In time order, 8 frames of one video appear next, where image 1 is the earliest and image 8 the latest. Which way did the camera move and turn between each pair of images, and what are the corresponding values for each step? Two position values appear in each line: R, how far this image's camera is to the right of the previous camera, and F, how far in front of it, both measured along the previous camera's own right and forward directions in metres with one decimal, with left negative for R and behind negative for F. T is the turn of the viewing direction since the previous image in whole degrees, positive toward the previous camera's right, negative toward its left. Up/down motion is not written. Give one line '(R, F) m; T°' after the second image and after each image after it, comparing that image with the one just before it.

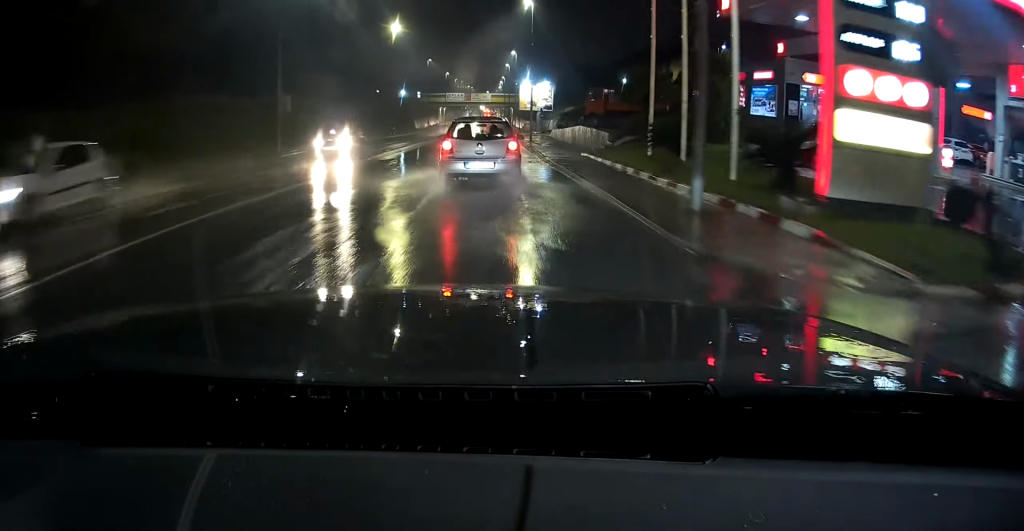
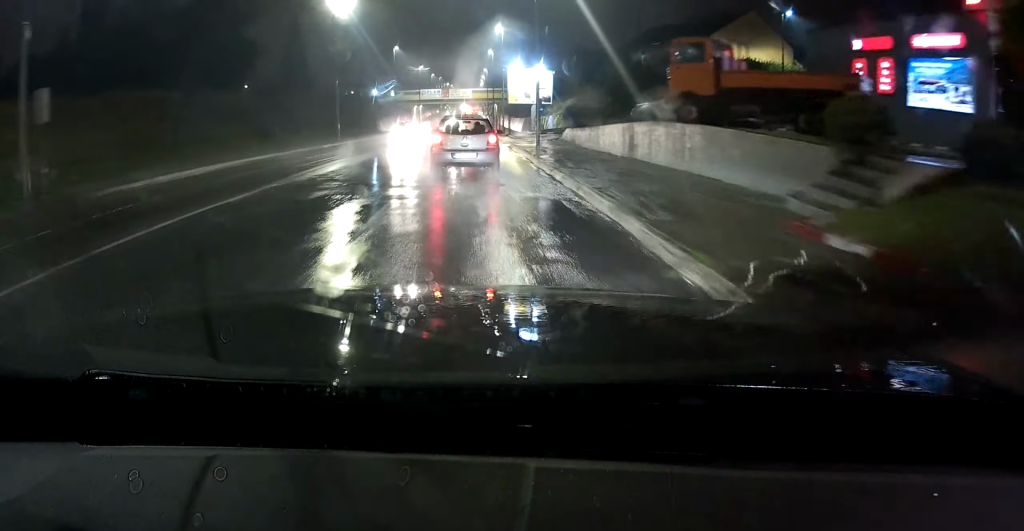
(+0.5, +20.7) m; +2°
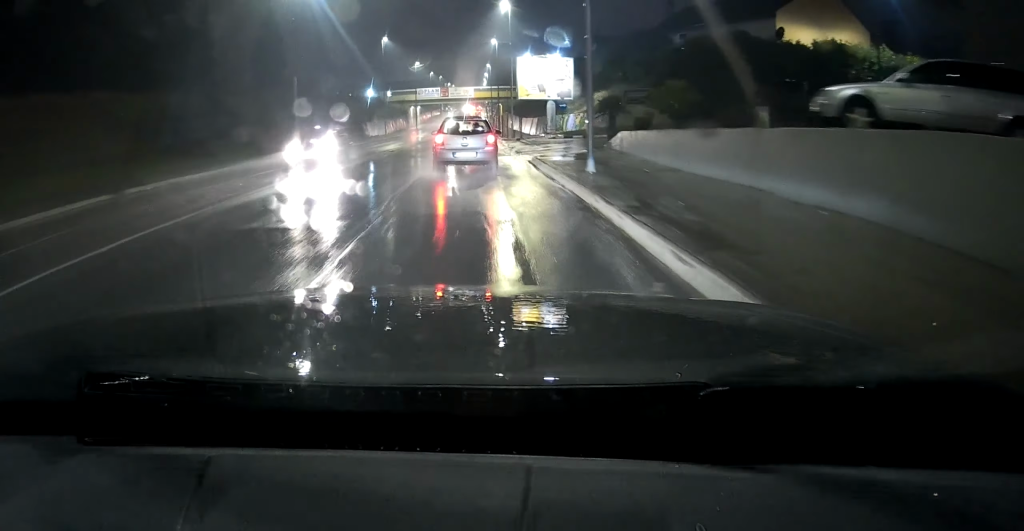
(+0.3, +13.3) m; 0°
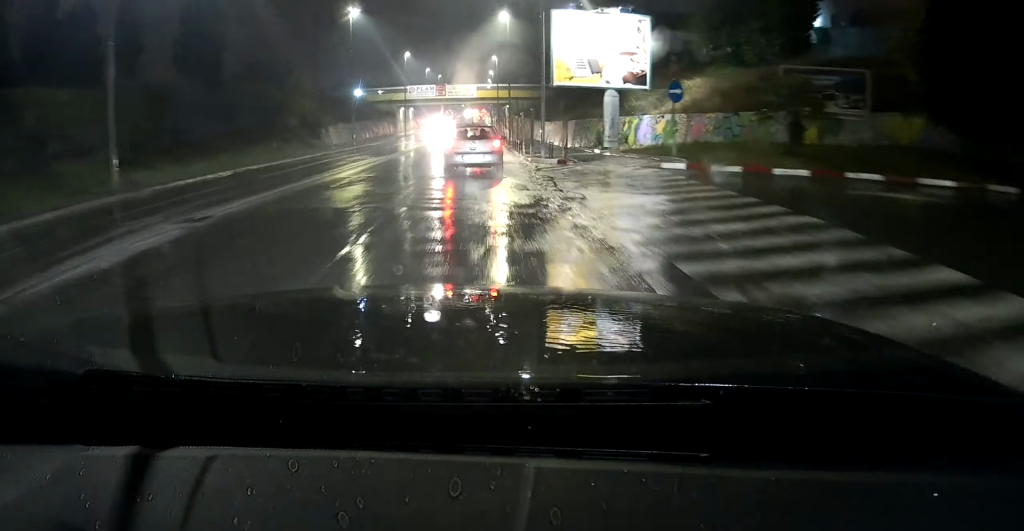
(-0.1, +22.8) m; -1°
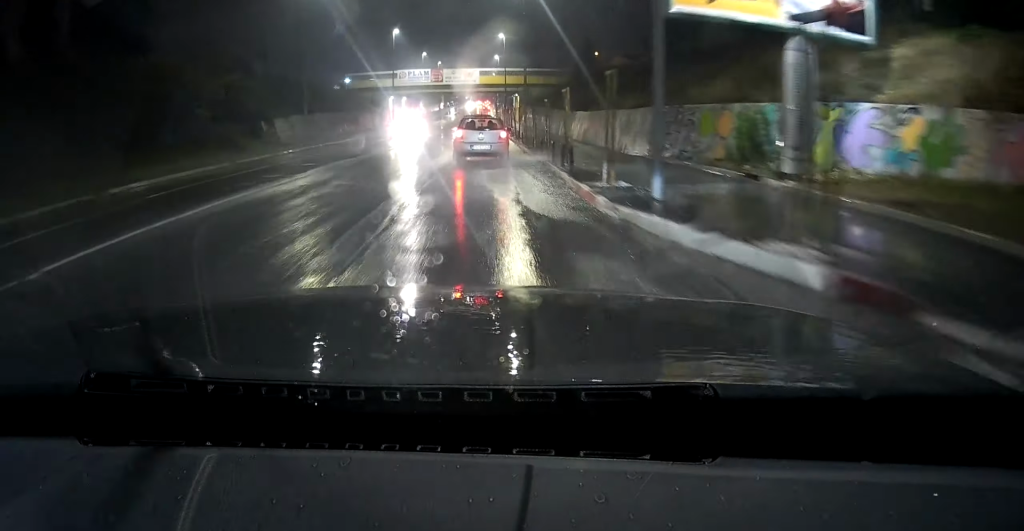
(-0.2, +17.2) m; 0°
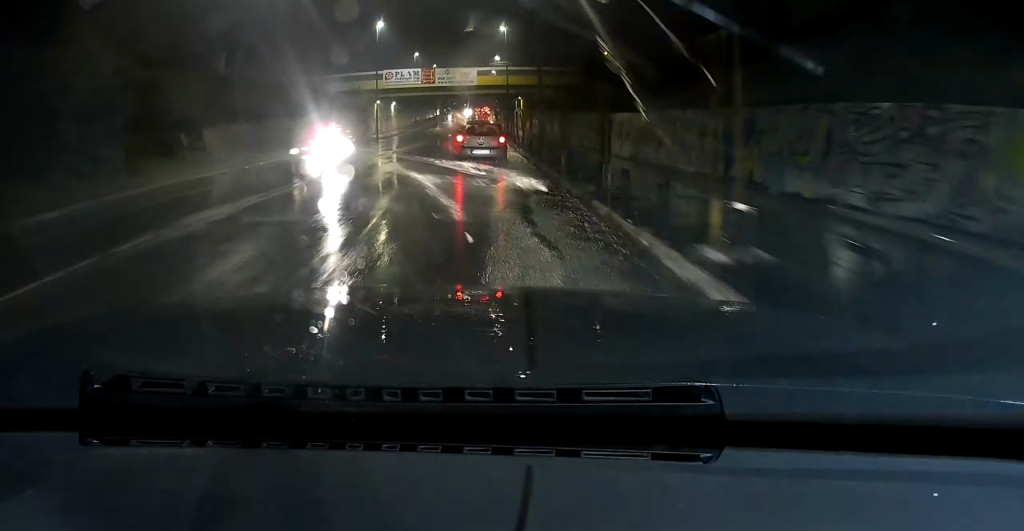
(-0.2, +11.7) m; 0°
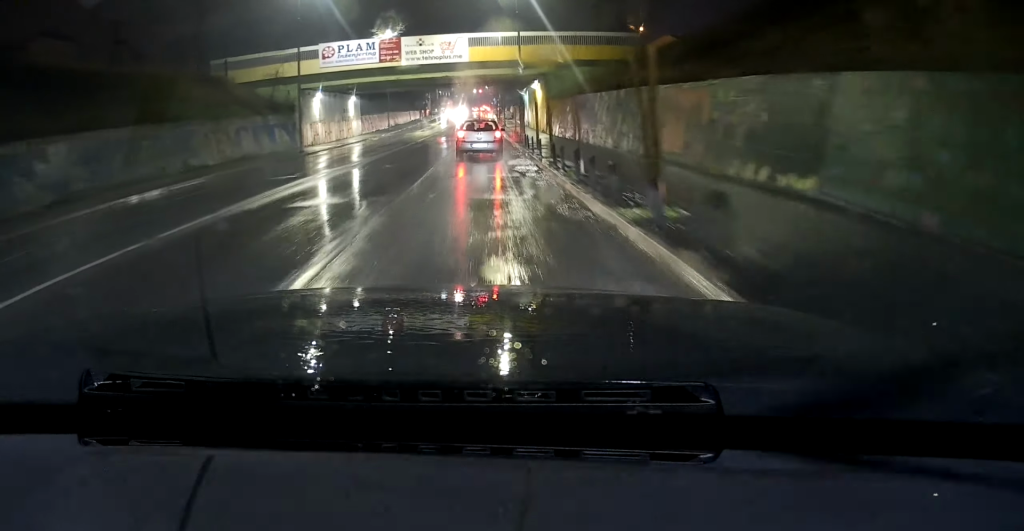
(+0.5, +29.4) m; +1°
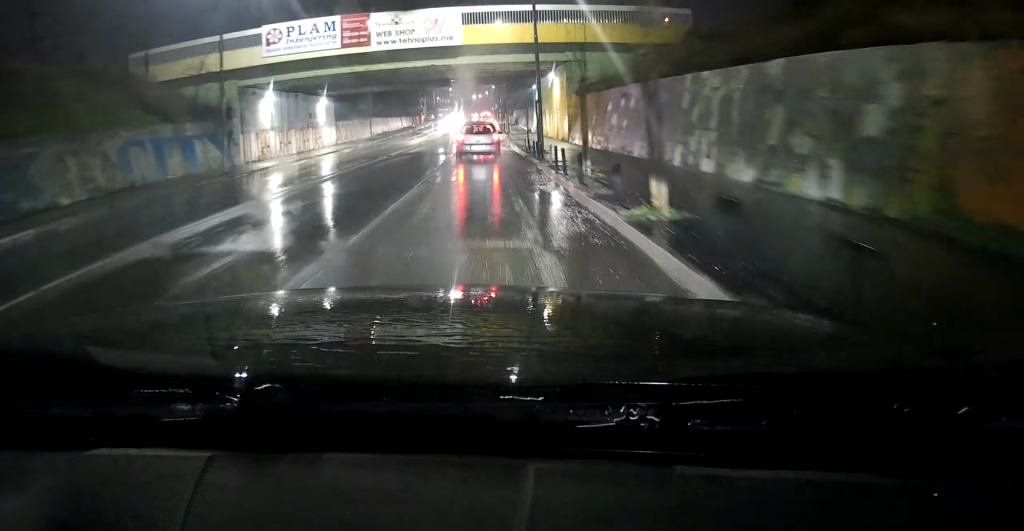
(0.0, +12.8) m; 0°
